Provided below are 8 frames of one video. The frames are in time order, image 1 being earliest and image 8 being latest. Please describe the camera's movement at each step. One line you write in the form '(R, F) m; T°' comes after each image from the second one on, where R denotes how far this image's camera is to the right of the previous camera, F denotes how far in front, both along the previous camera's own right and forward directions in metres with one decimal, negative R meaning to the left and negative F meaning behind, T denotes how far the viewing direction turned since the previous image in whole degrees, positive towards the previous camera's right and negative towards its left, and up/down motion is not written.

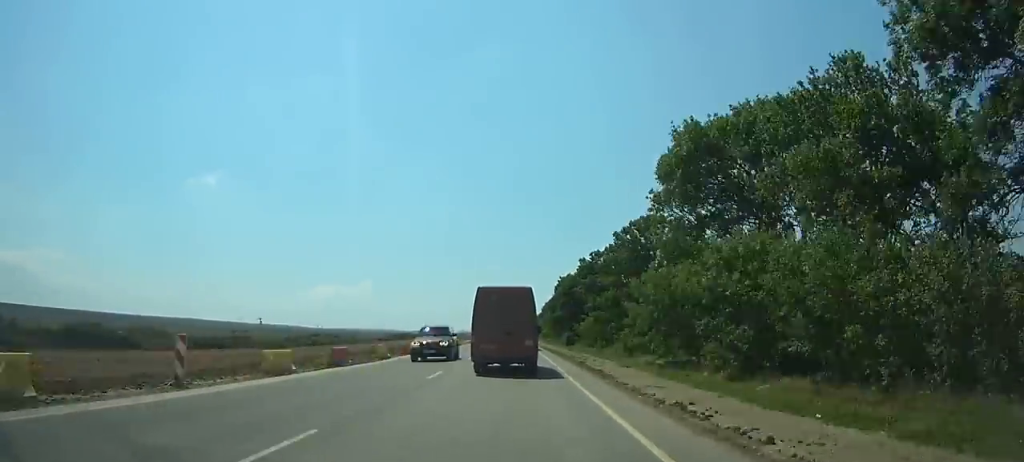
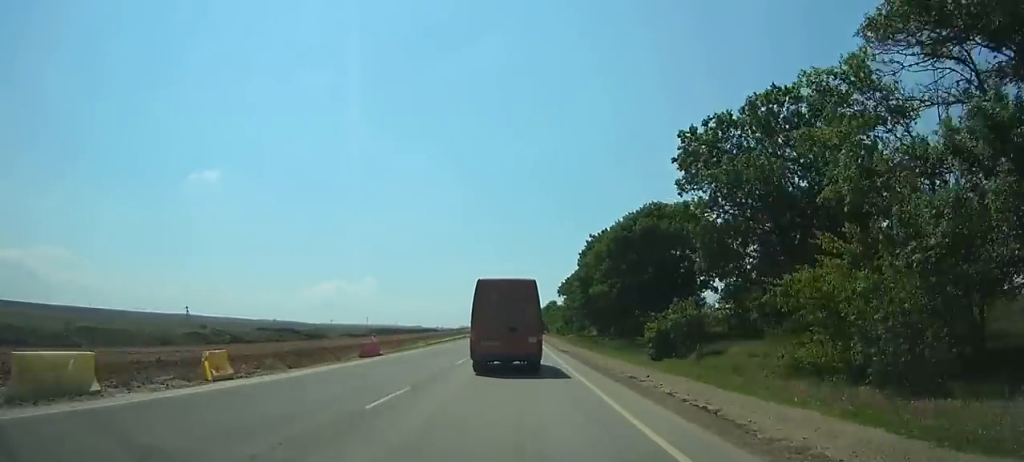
(0.0, +42.5) m; 0°
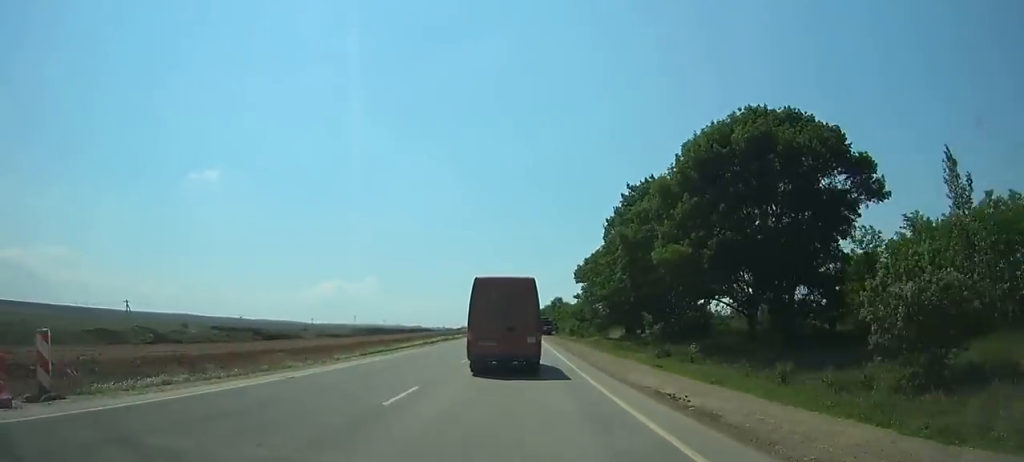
(0.0, +22.5) m; 0°
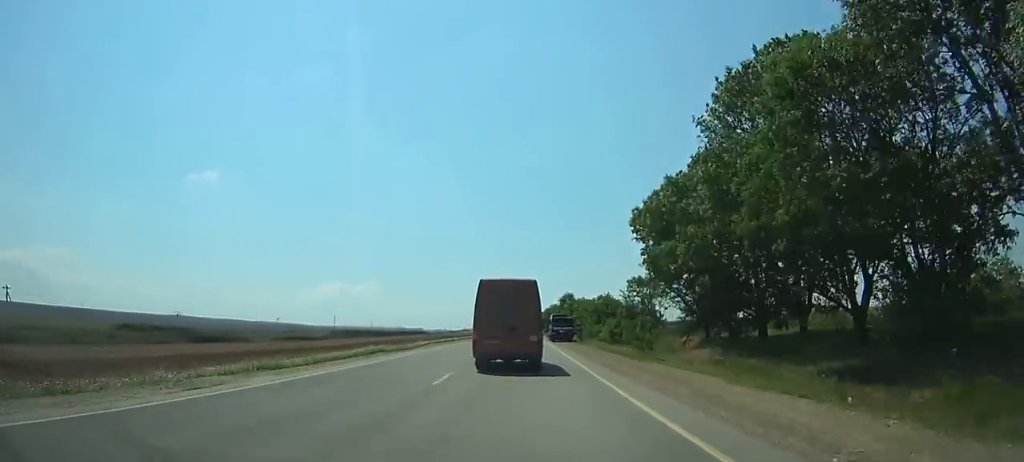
(-0.1, +32.7) m; 0°
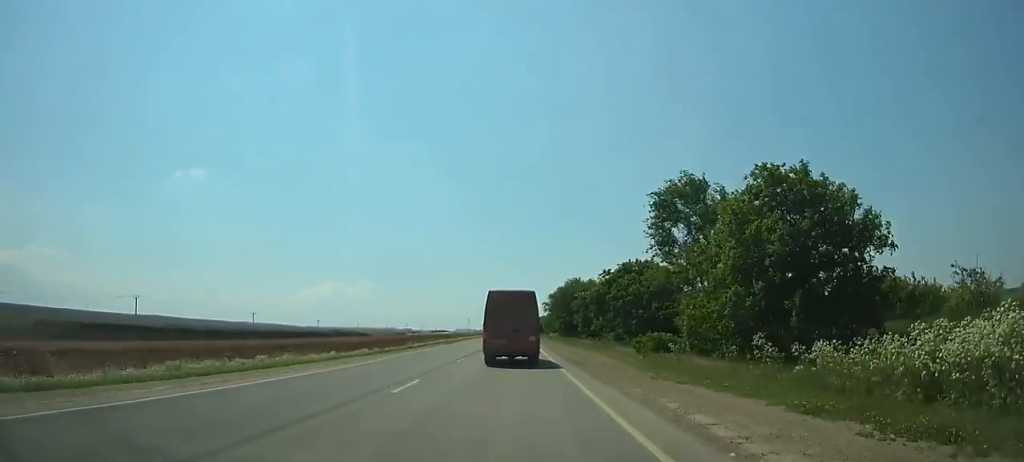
(+1.4, +126.4) m; +1°
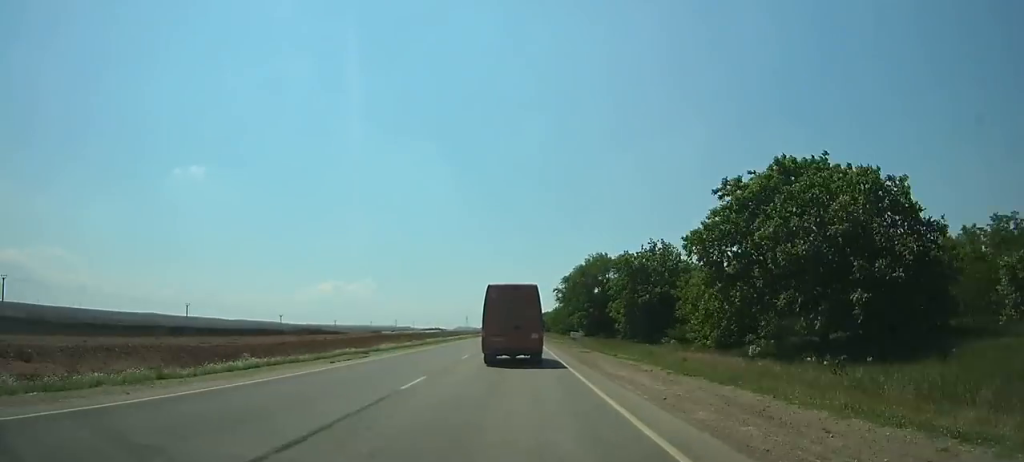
(0.0, +35.4) m; 0°
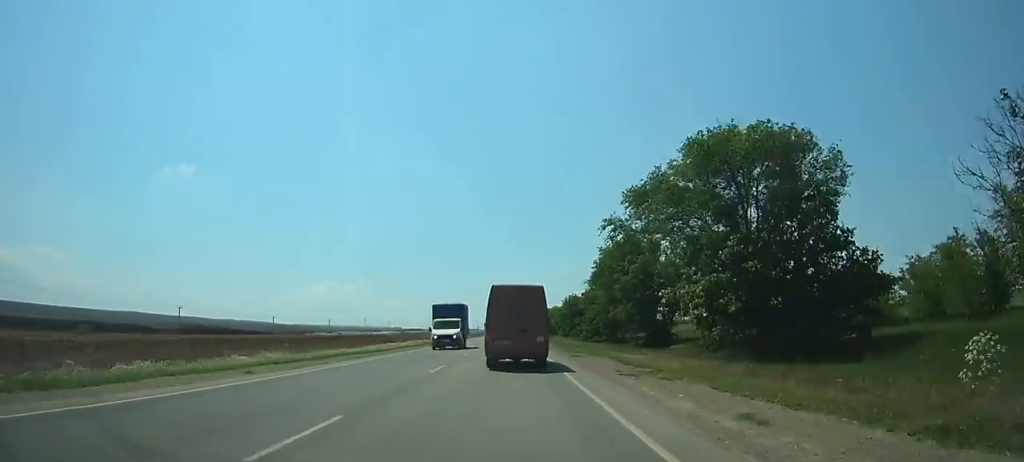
(-0.2, +56.1) m; 0°
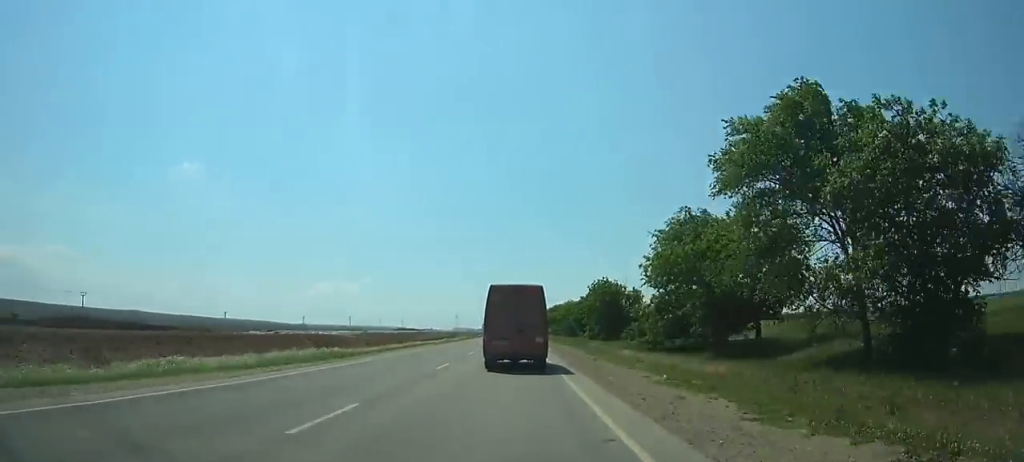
(+0.2, +35.0) m; 0°
